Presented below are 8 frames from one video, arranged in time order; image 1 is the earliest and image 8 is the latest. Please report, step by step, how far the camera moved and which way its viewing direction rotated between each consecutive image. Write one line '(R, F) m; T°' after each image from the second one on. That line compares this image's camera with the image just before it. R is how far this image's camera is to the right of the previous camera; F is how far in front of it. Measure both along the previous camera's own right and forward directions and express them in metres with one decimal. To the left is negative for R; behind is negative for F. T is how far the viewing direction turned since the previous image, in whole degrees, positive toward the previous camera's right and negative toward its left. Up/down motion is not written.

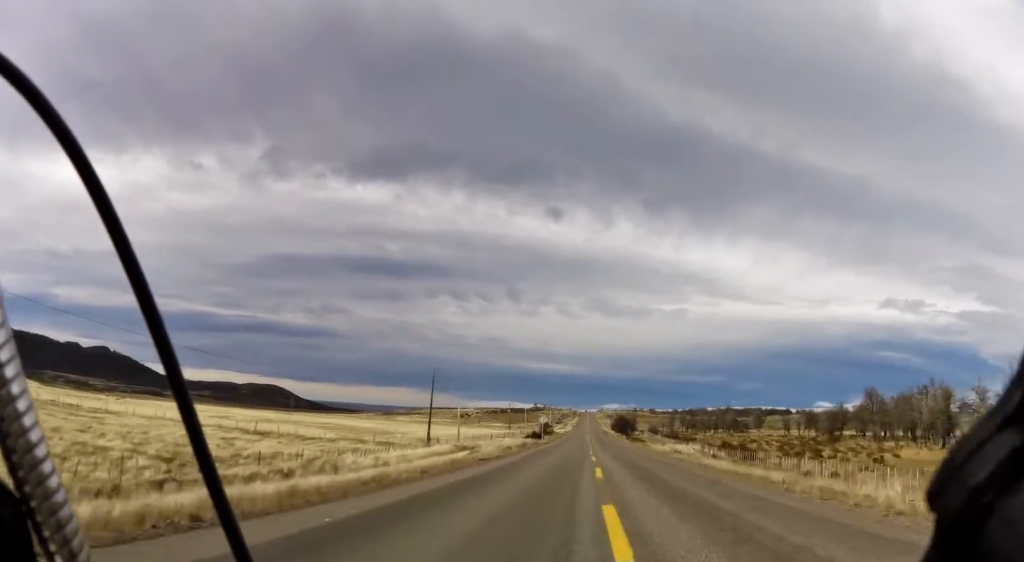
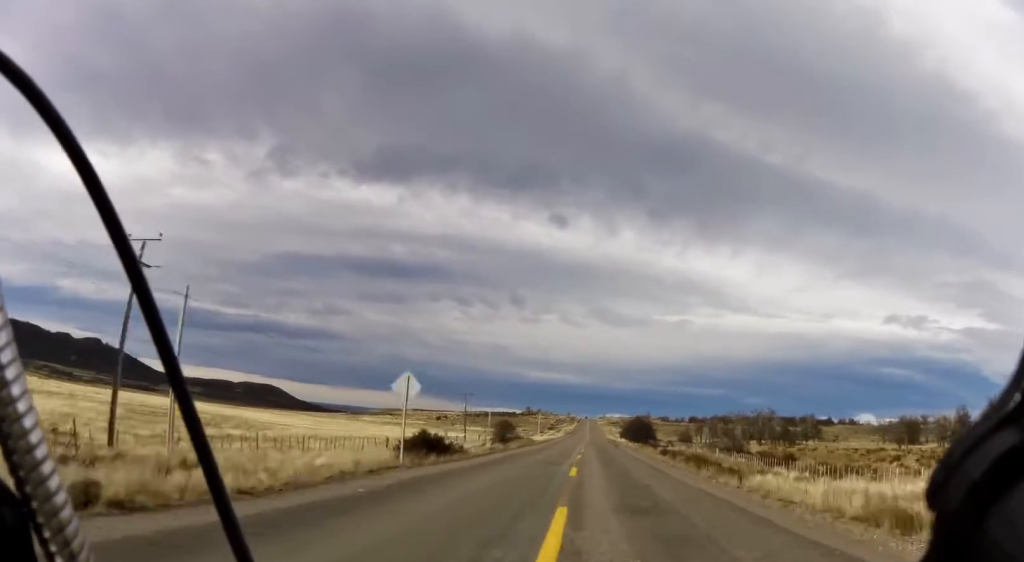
(-0.2, +49.7) m; 0°
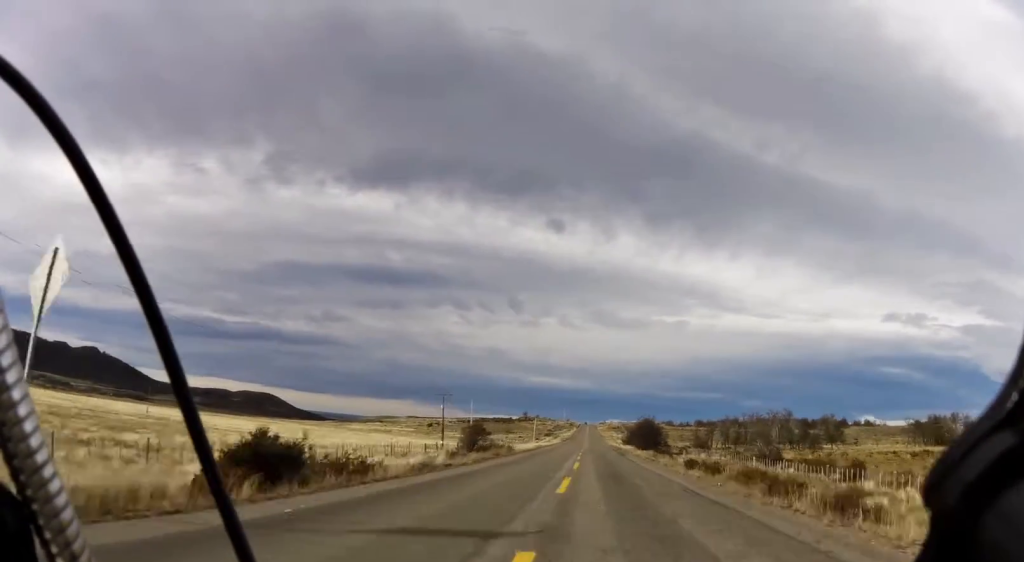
(+0.3, +13.6) m; 0°
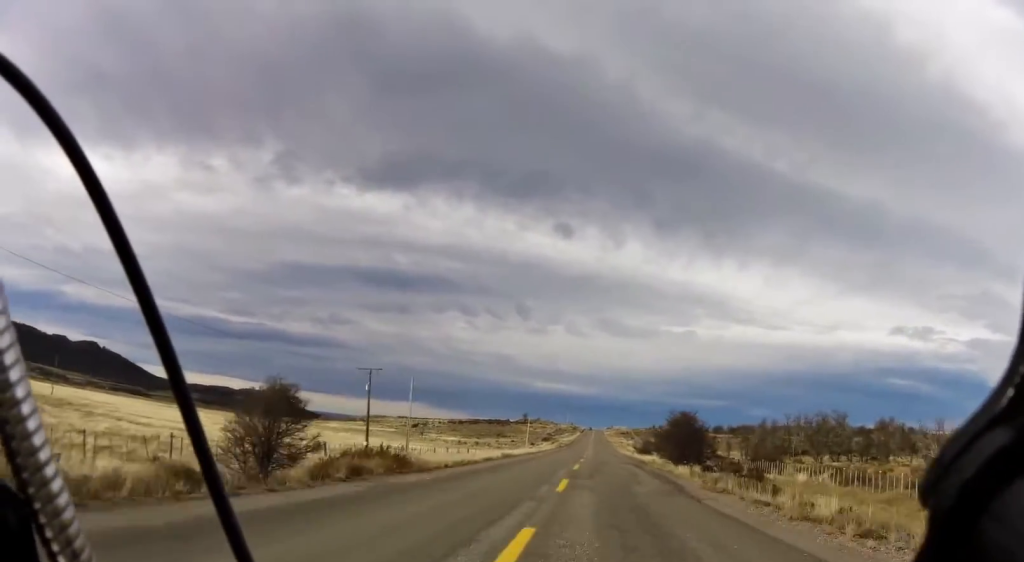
(-0.3, +28.3) m; 0°
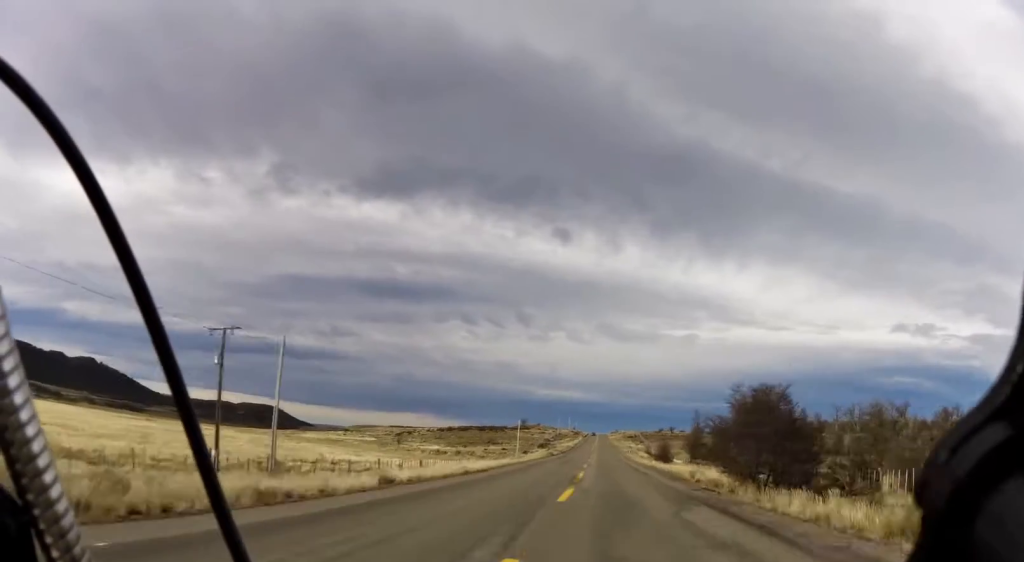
(+0.2, +22.5) m; +1°
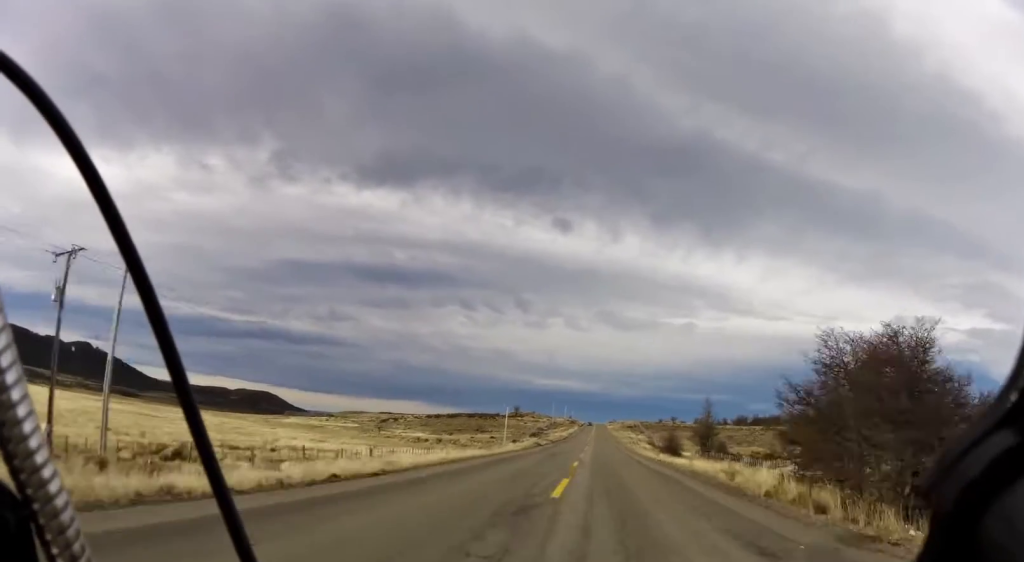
(0.0, +11.7) m; +1°
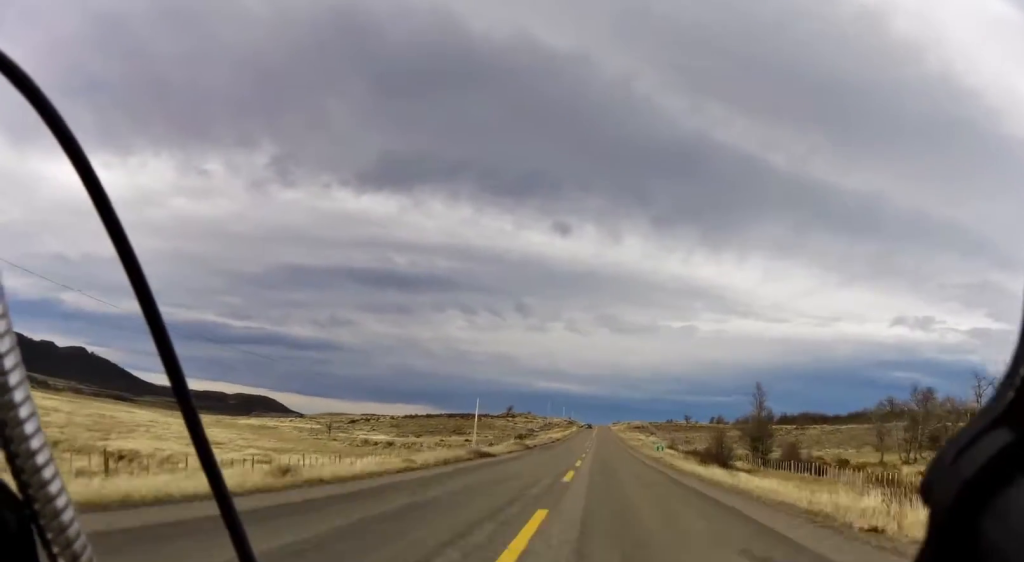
(+0.6, +26.7) m; 0°
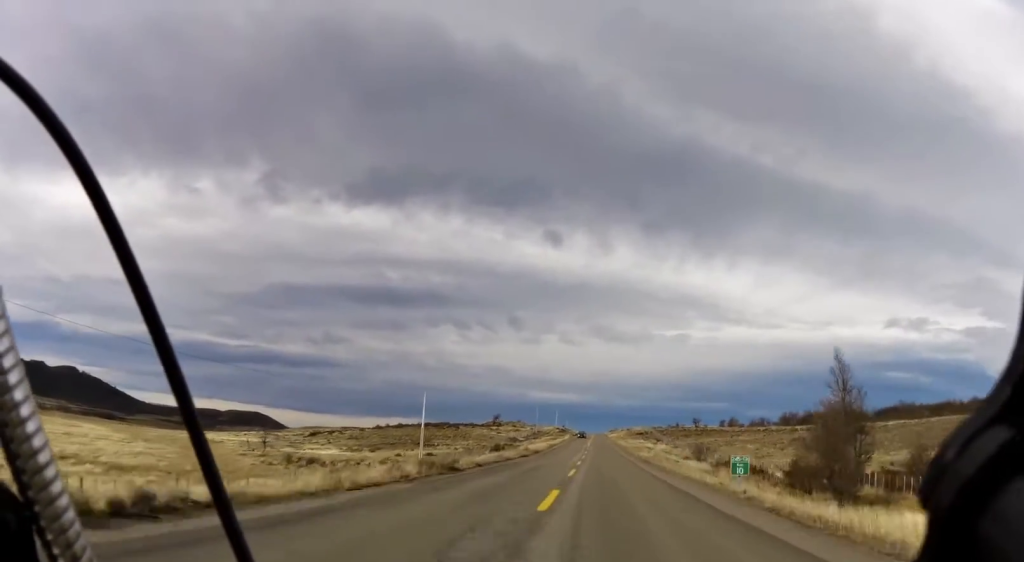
(-0.2, +21.7) m; -1°
